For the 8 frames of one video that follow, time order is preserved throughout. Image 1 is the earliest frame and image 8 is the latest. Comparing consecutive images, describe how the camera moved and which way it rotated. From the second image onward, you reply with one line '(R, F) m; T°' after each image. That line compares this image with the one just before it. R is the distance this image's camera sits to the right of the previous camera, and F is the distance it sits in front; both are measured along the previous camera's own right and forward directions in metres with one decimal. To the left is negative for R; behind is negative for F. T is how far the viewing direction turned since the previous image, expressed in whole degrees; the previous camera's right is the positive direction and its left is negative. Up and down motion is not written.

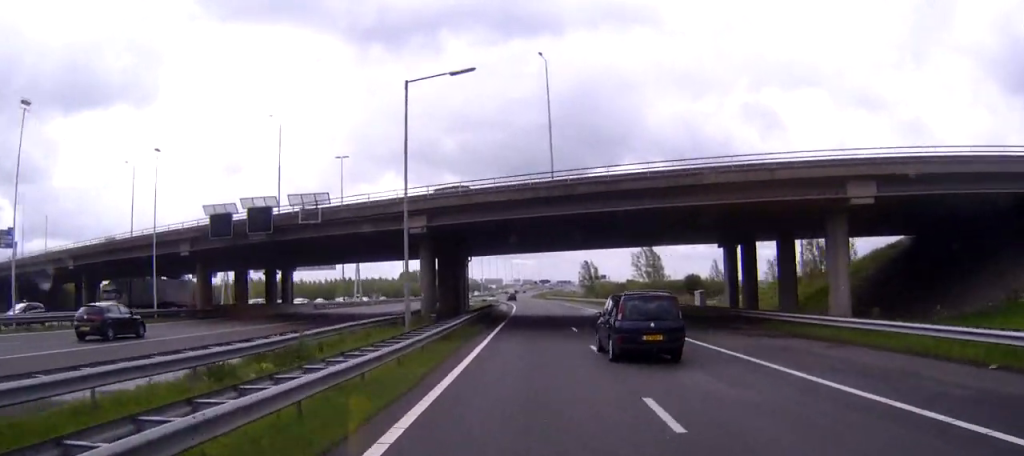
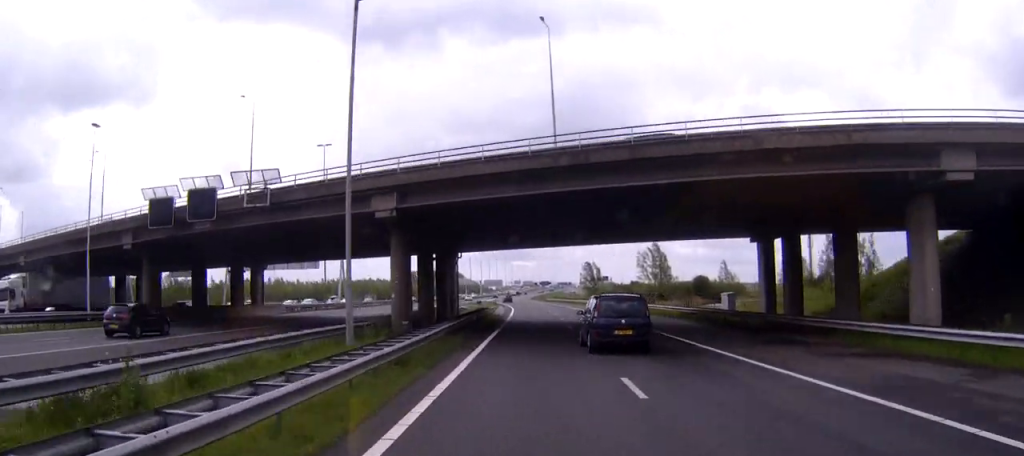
(0.0, +10.5) m; 0°
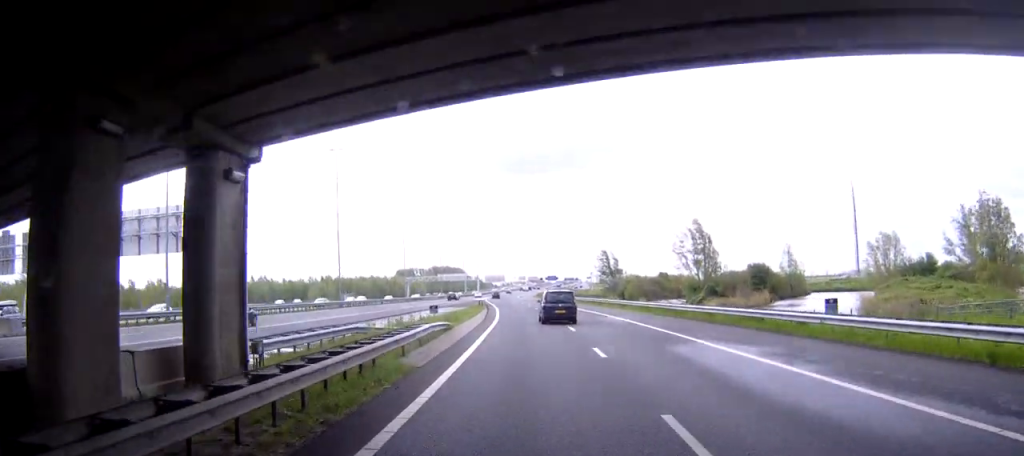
(-0.7, +46.0) m; -1°
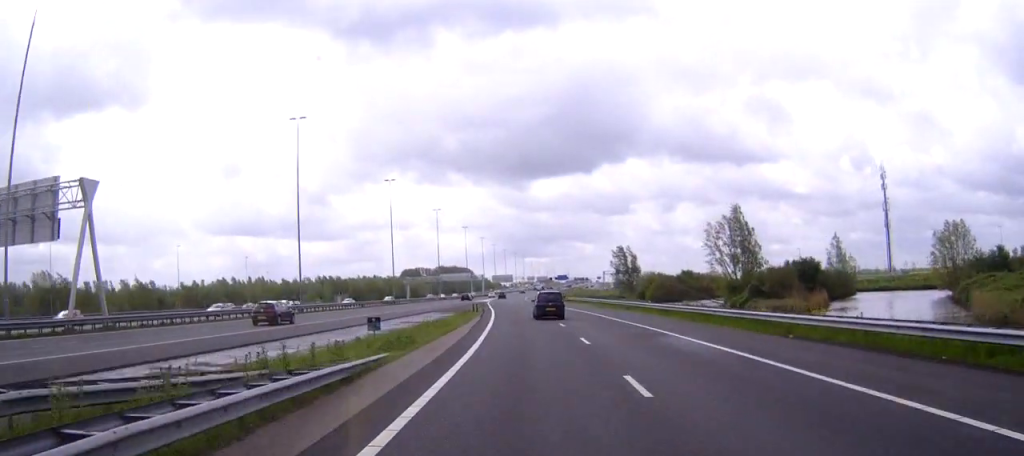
(-0.1, +20.7) m; 0°
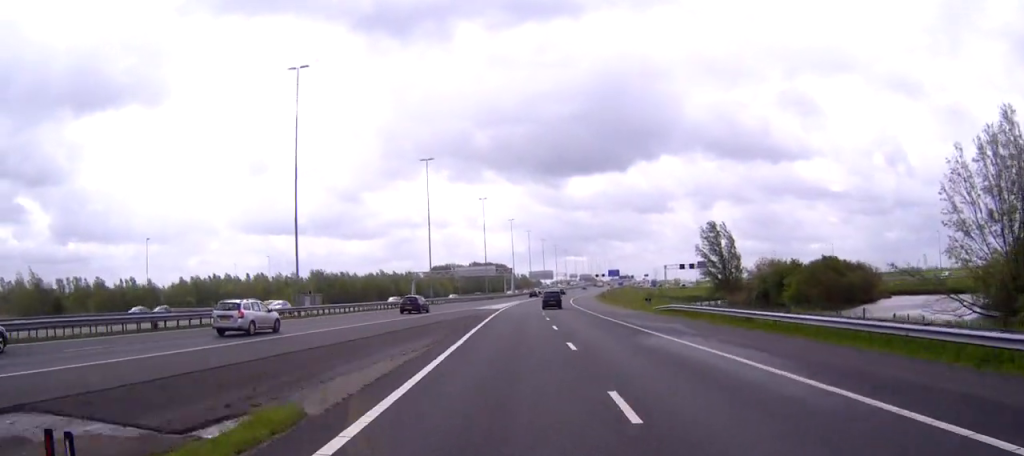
(-1.3, +64.4) m; -3°
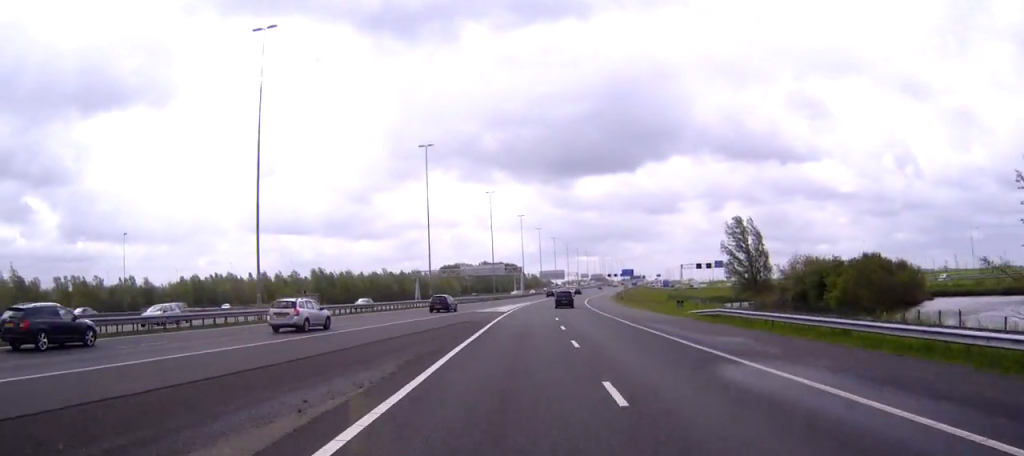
(-0.1, +10.4) m; 0°
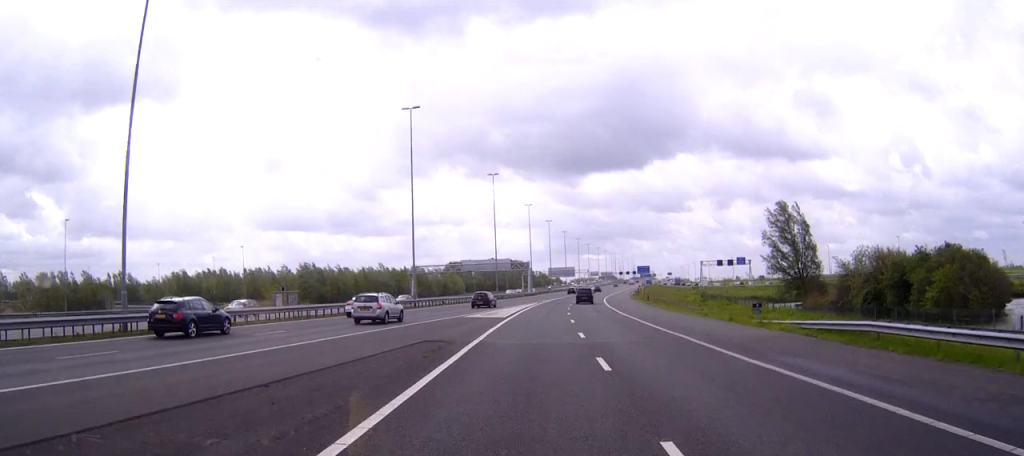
(-0.1, +17.7) m; 0°
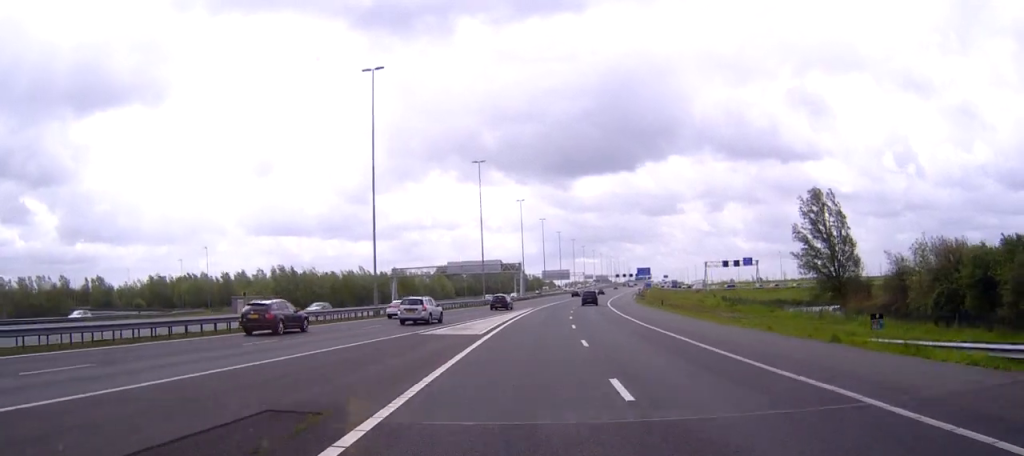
(+0.1, +14.6) m; +1°
